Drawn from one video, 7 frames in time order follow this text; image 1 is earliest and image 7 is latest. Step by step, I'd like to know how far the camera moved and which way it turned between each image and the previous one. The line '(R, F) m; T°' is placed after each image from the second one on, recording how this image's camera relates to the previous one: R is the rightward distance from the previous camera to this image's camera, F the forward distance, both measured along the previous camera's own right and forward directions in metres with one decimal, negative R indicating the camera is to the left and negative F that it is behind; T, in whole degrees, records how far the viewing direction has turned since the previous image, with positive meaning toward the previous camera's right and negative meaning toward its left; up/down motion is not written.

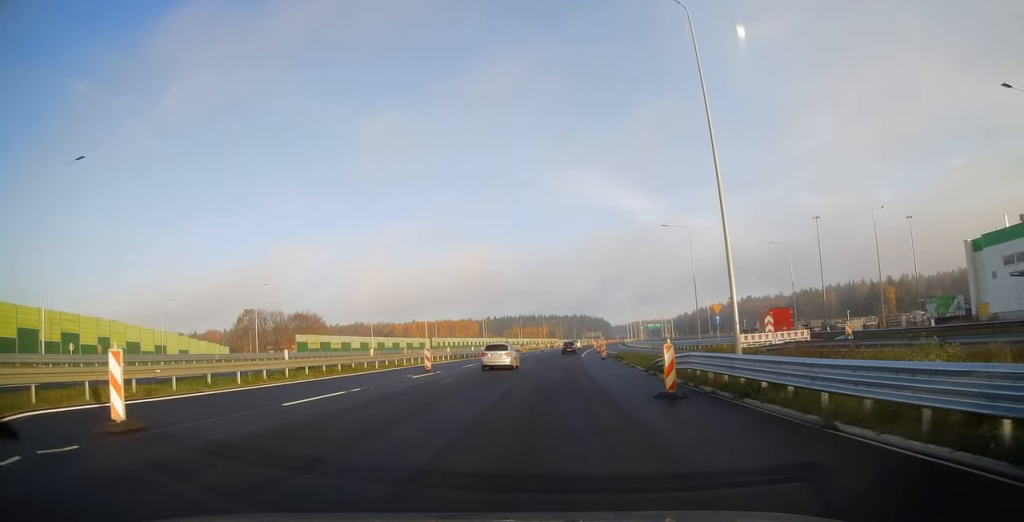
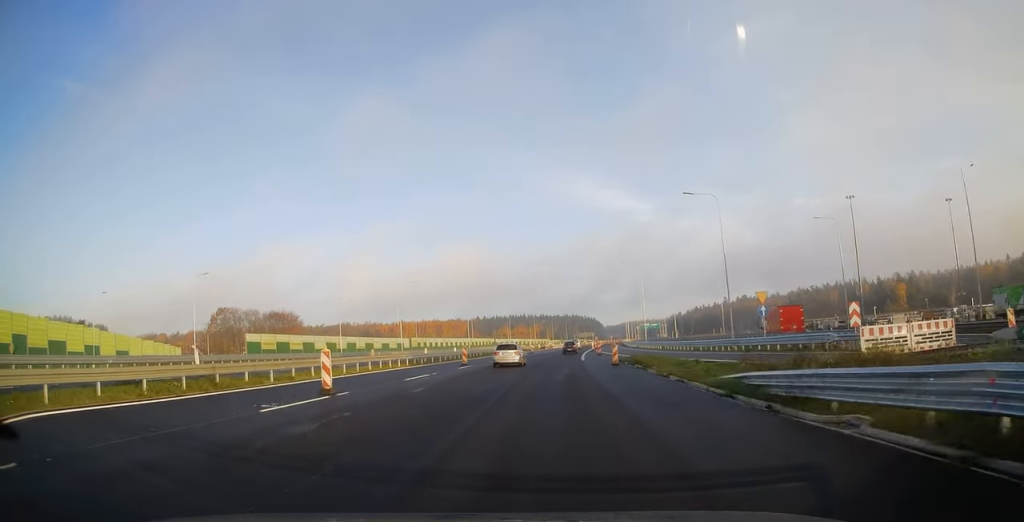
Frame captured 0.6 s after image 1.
(+0.1, +13.4) m; +1°
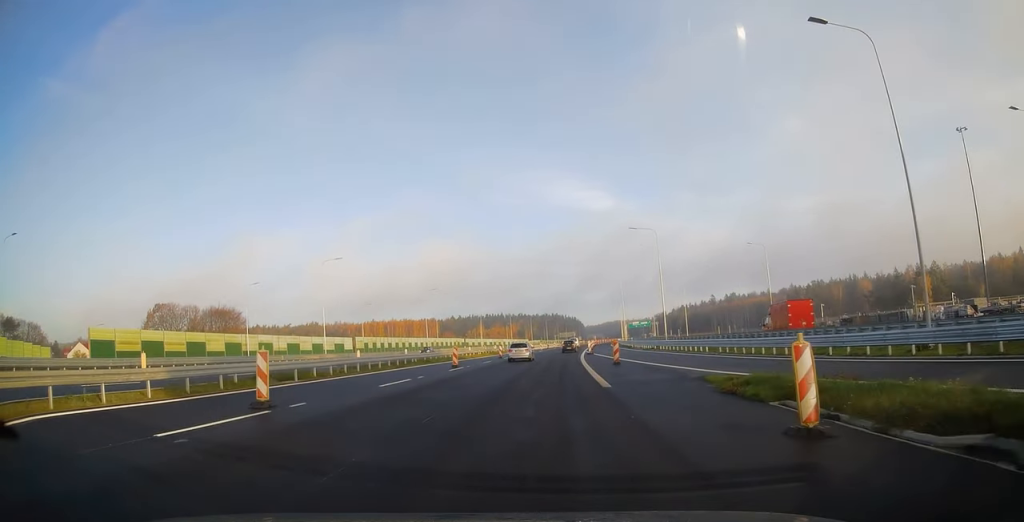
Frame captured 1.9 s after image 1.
(+0.4, +27.6) m; +2°
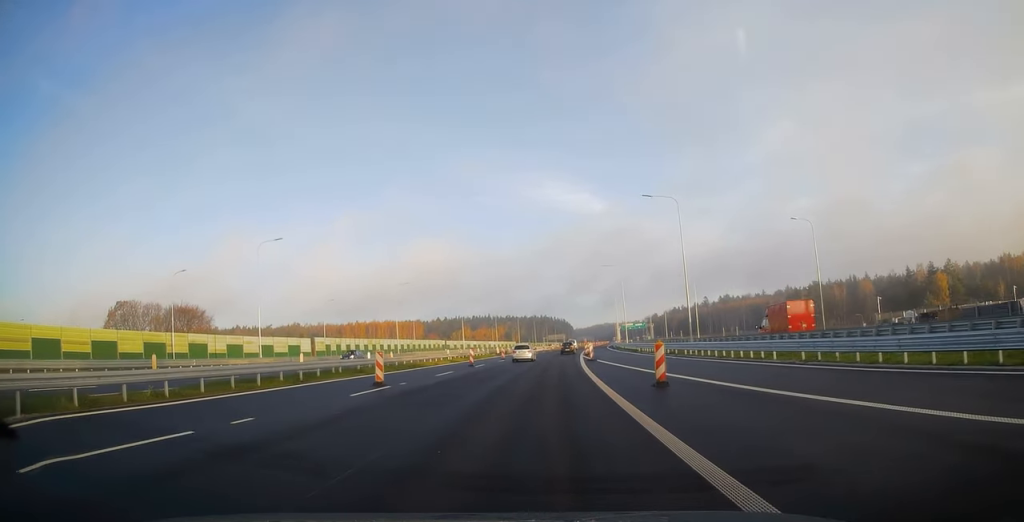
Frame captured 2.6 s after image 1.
(+0.2, +14.9) m; +1°
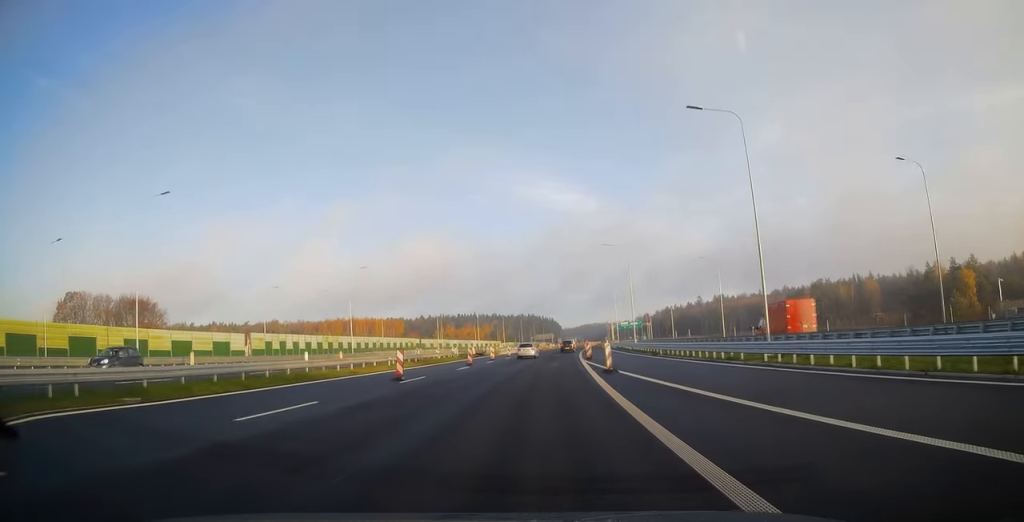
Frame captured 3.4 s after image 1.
(+0.2, +18.5) m; +1°
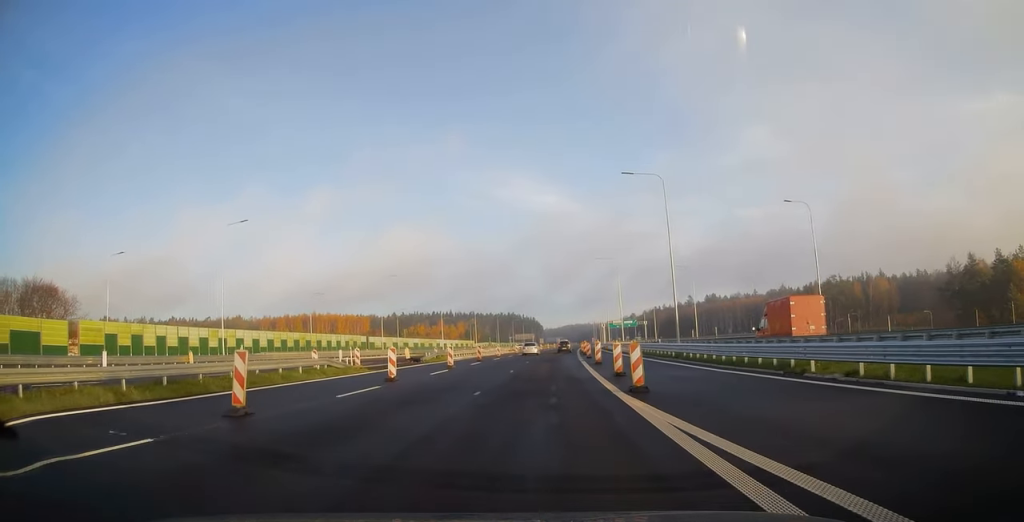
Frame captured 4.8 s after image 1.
(+0.4, +30.5) m; +2°
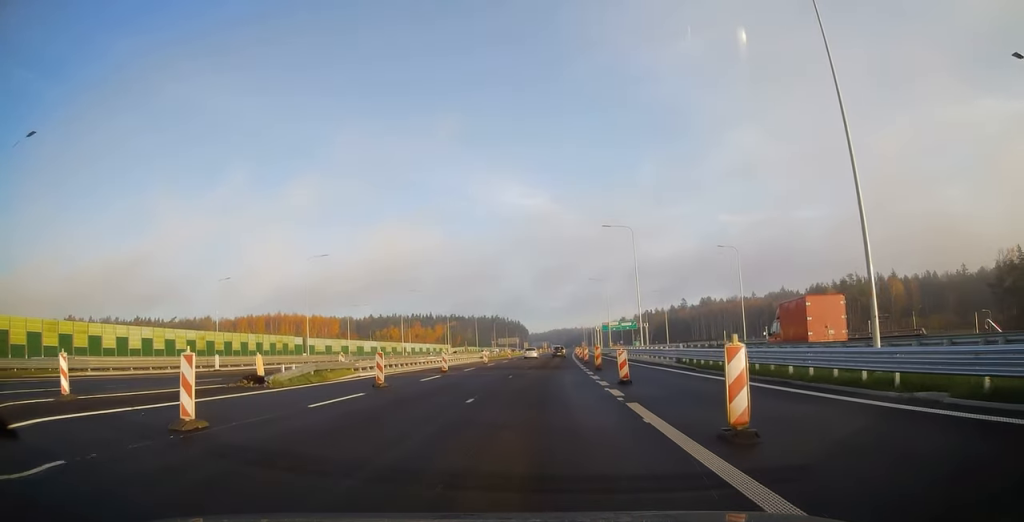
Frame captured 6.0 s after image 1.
(+0.4, +25.7) m; +1°
